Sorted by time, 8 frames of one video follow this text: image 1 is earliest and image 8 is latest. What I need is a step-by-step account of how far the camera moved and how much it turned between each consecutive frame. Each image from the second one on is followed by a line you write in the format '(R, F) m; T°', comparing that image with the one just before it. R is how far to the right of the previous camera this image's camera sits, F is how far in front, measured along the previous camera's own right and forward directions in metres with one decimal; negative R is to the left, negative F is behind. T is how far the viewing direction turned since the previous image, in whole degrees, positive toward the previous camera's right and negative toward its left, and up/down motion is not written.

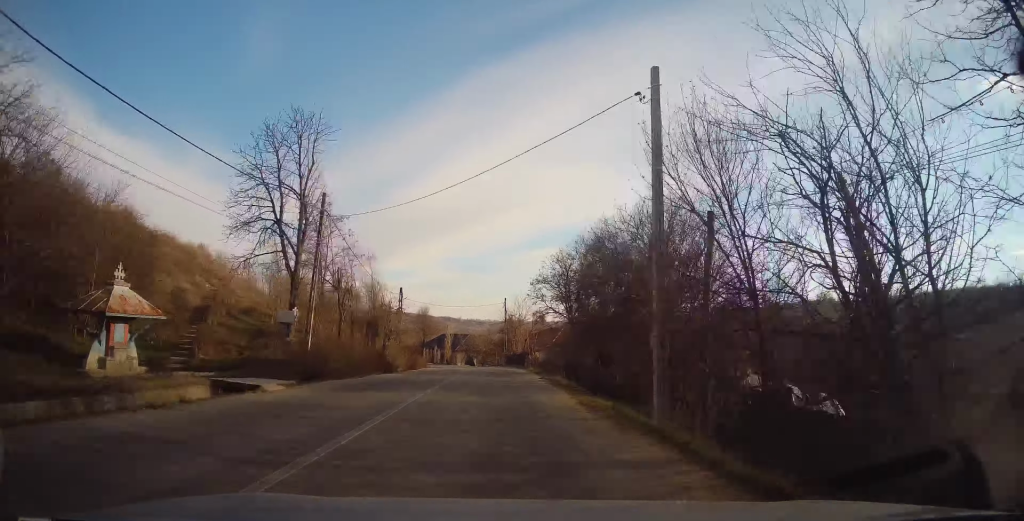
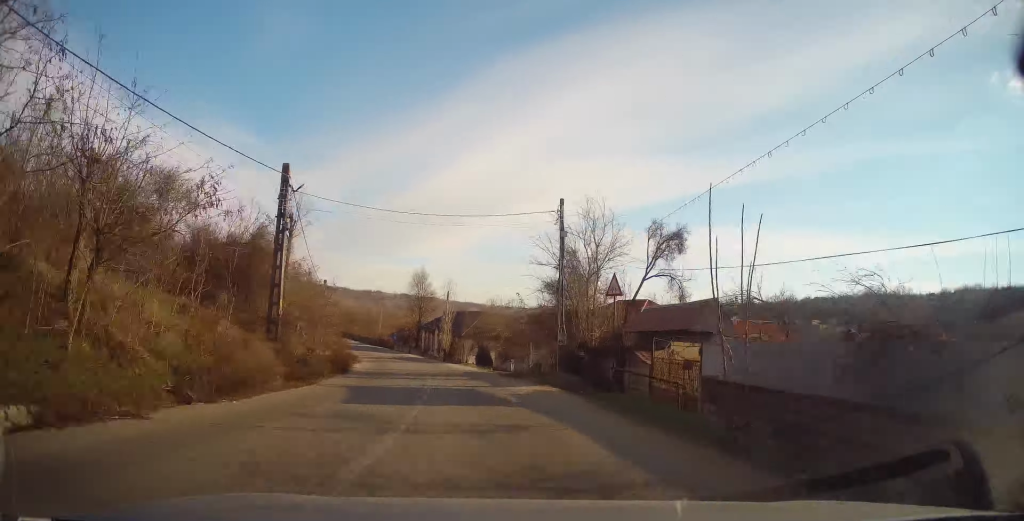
(-1.0, +38.7) m; -4°
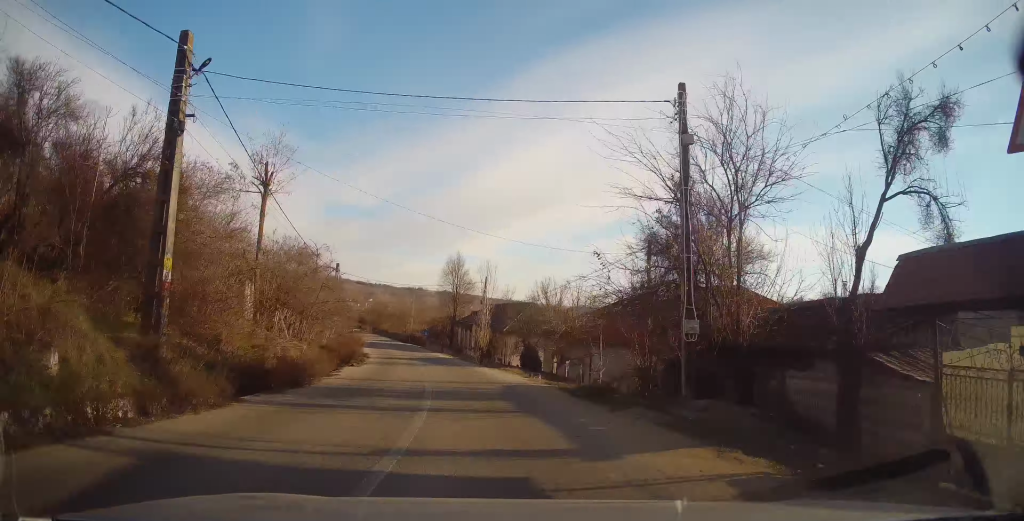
(-0.2, +11.2) m; -3°
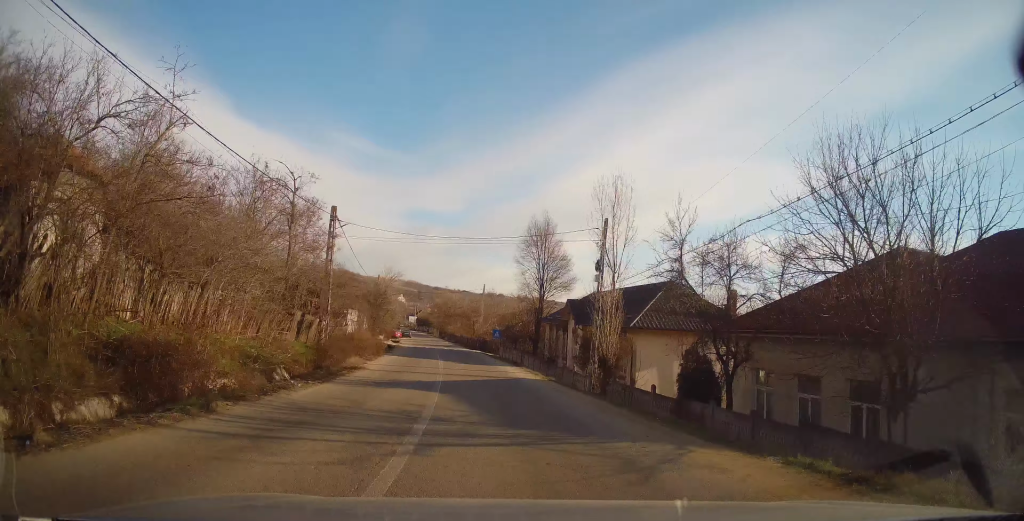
(-1.9, +24.4) m; -9°
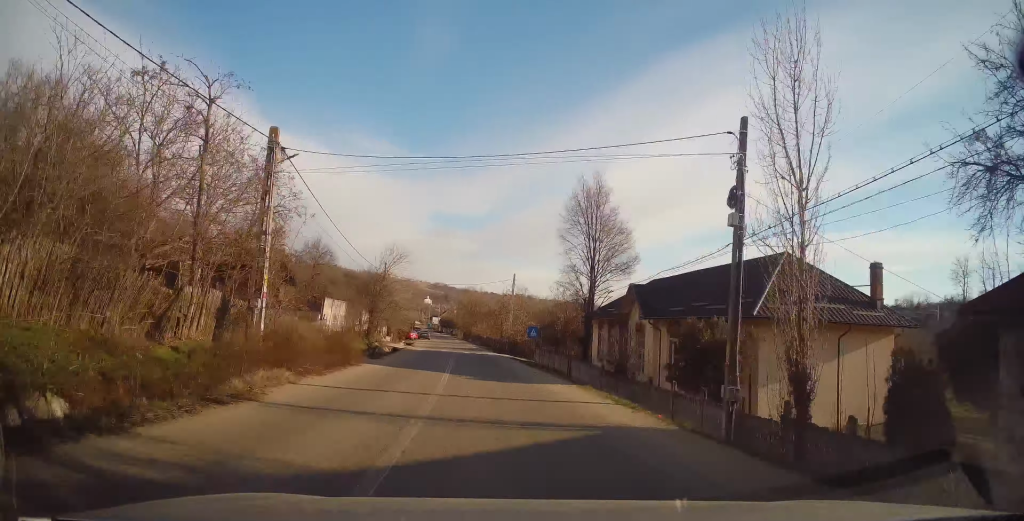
(-0.4, +11.6) m; -2°
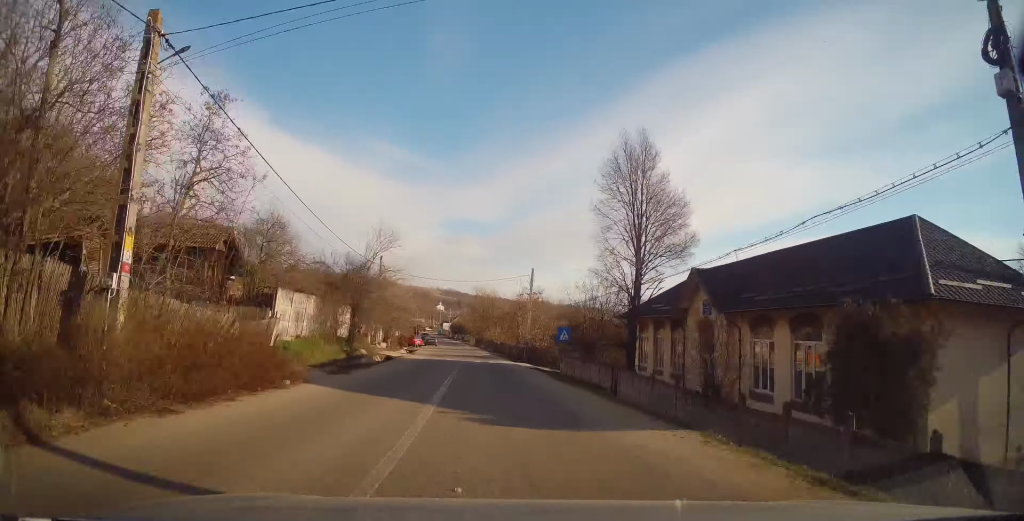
(-0.1, +8.1) m; -1°
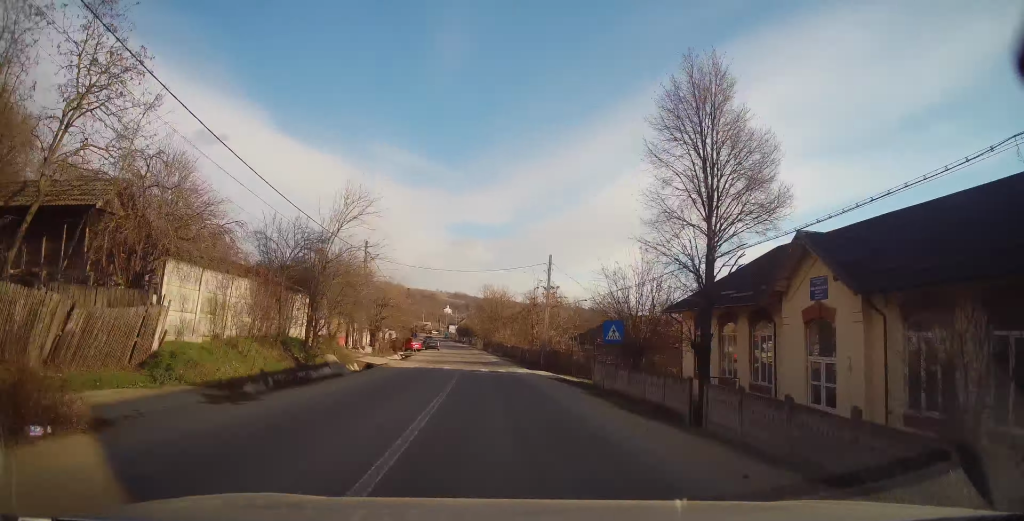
(-0.1, +8.3) m; -1°
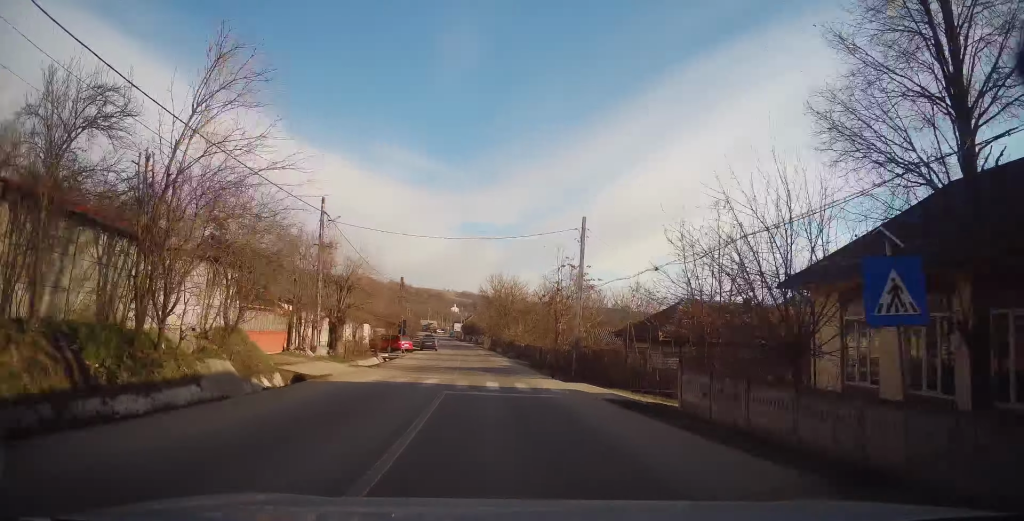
(+0.1, +11.7) m; -2°
